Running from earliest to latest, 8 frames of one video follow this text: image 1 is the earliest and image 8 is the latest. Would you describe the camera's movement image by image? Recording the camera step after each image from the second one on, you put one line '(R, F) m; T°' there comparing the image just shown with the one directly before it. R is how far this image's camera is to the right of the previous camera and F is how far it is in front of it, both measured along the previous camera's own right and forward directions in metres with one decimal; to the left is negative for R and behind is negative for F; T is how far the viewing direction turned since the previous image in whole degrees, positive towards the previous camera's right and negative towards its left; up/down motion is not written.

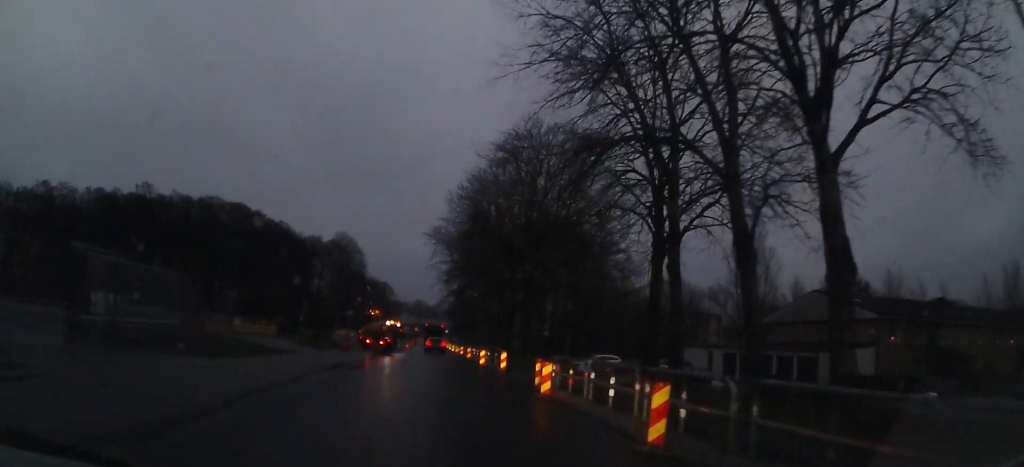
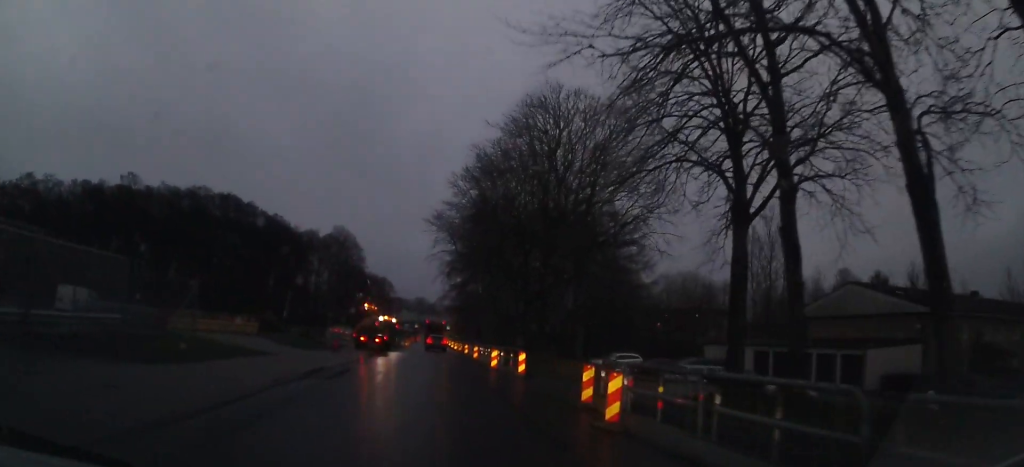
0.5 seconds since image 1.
(0.0, +4.8) m; 0°
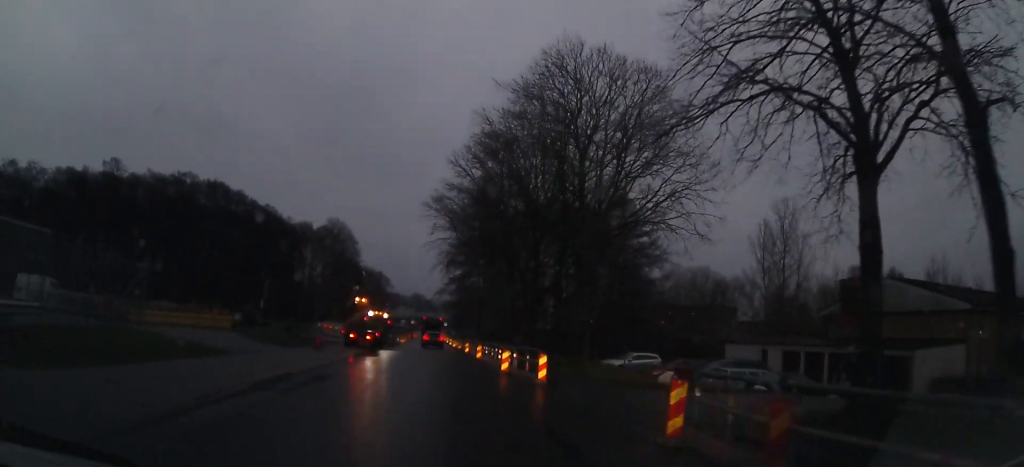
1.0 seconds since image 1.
(+0.2, +4.5) m; +2°
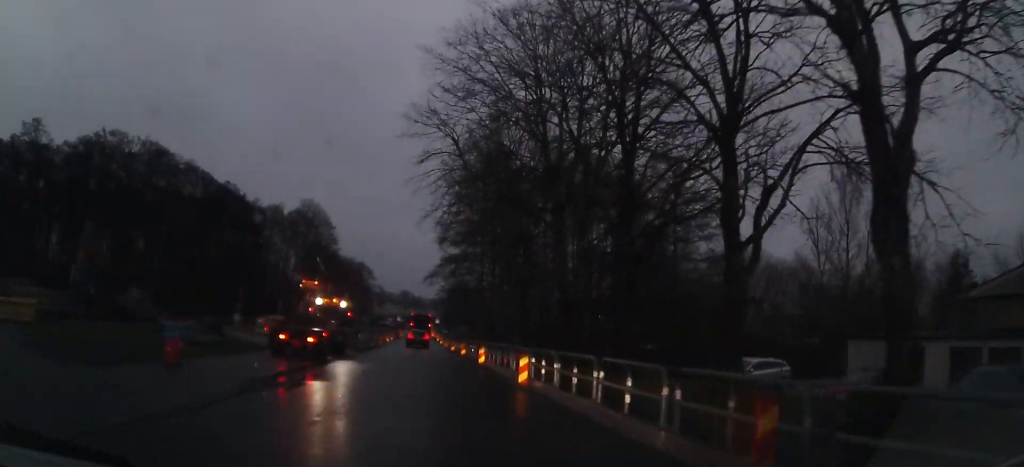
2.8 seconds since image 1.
(+1.0, +16.8) m; +5°
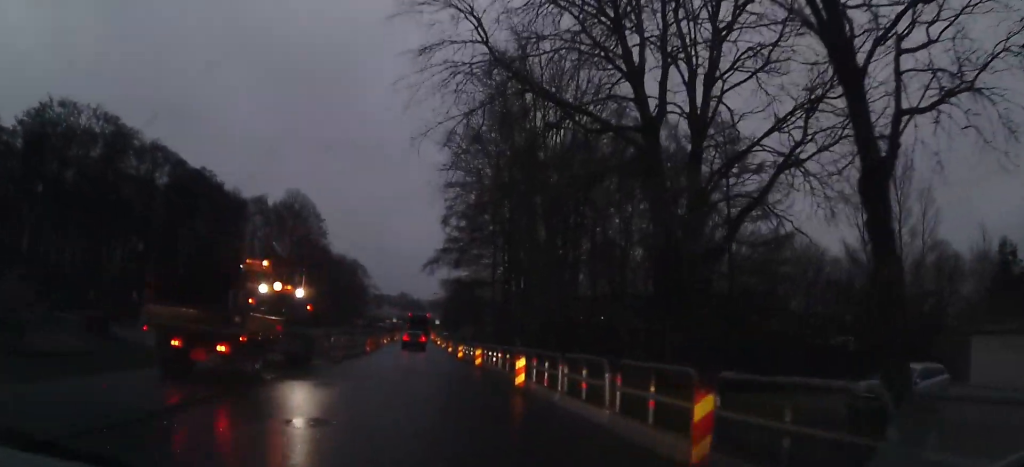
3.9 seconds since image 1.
(-0.2, +9.9) m; 0°
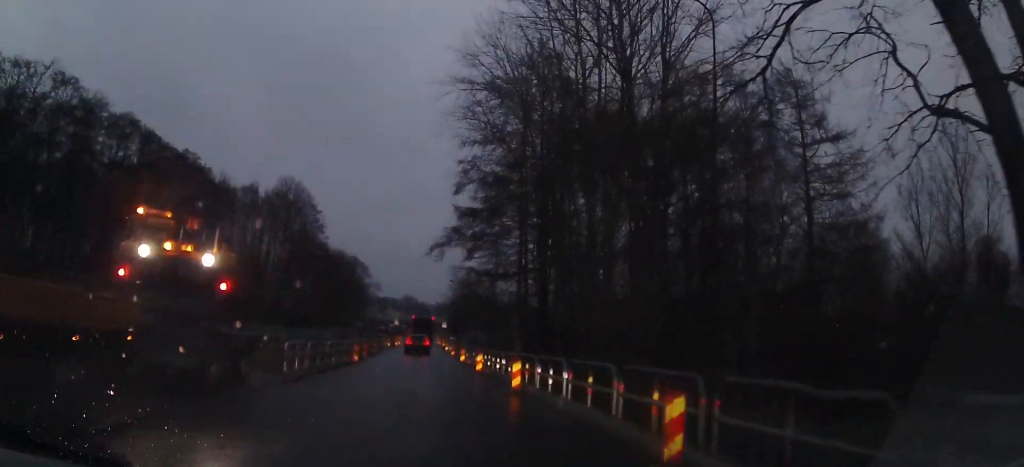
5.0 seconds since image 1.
(+0.3, +8.9) m; +1°
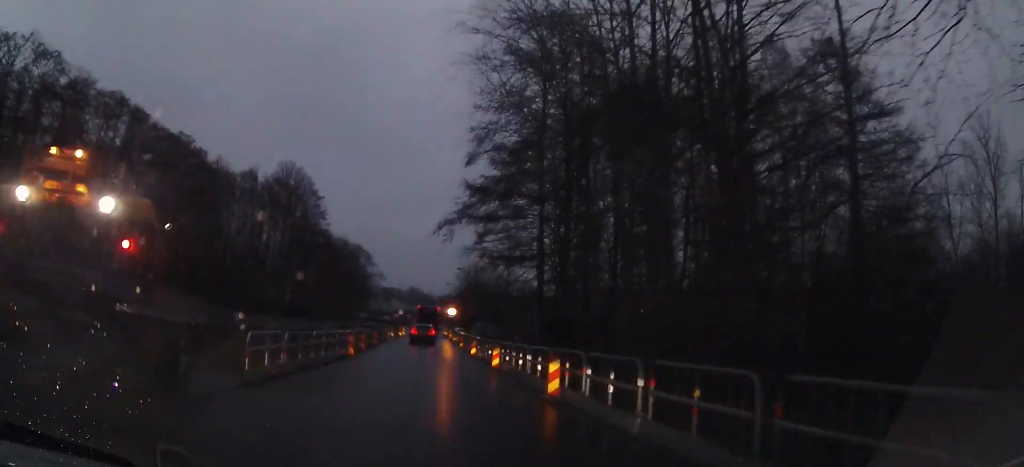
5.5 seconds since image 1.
(0.0, +3.8) m; 0°
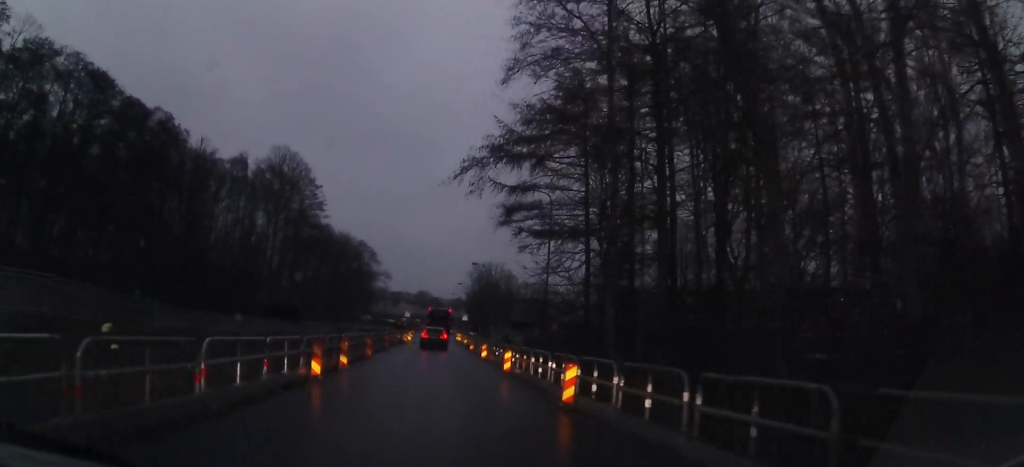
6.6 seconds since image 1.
(-0.1, +9.4) m; 0°
